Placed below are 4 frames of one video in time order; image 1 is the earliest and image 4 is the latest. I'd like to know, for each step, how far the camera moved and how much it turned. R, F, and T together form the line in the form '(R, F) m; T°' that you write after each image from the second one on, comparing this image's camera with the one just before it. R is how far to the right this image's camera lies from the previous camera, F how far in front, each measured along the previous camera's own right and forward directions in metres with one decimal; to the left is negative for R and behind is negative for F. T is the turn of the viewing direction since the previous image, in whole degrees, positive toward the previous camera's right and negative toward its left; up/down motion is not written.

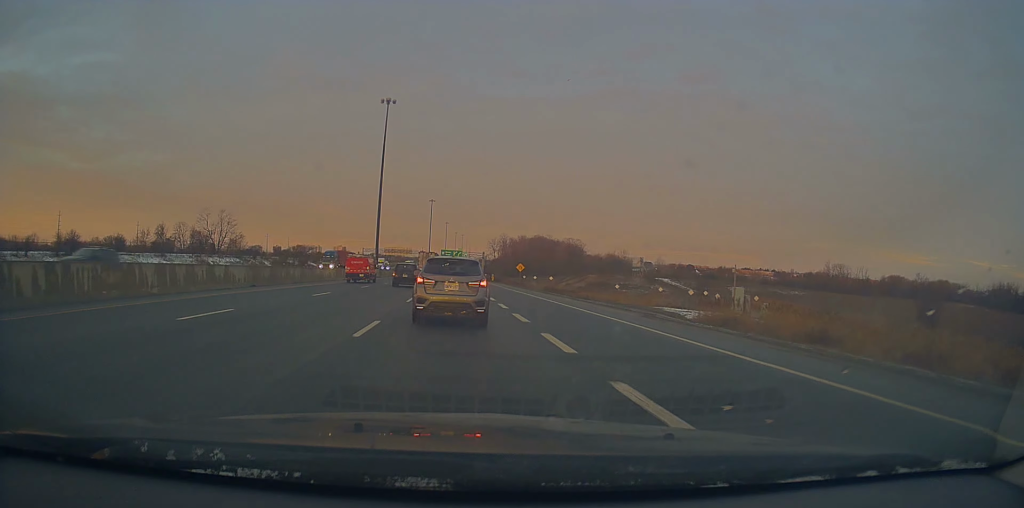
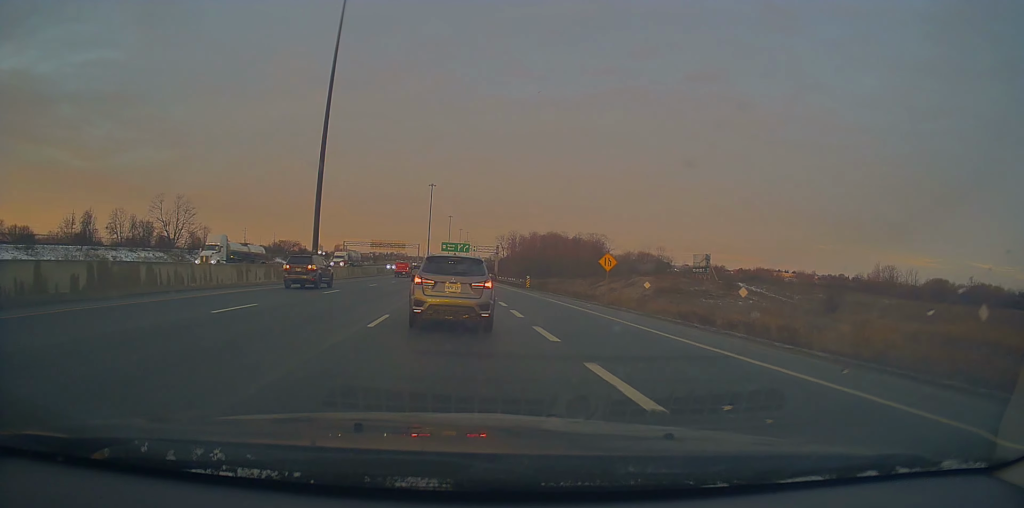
(-0.9, +46.6) m; +1°
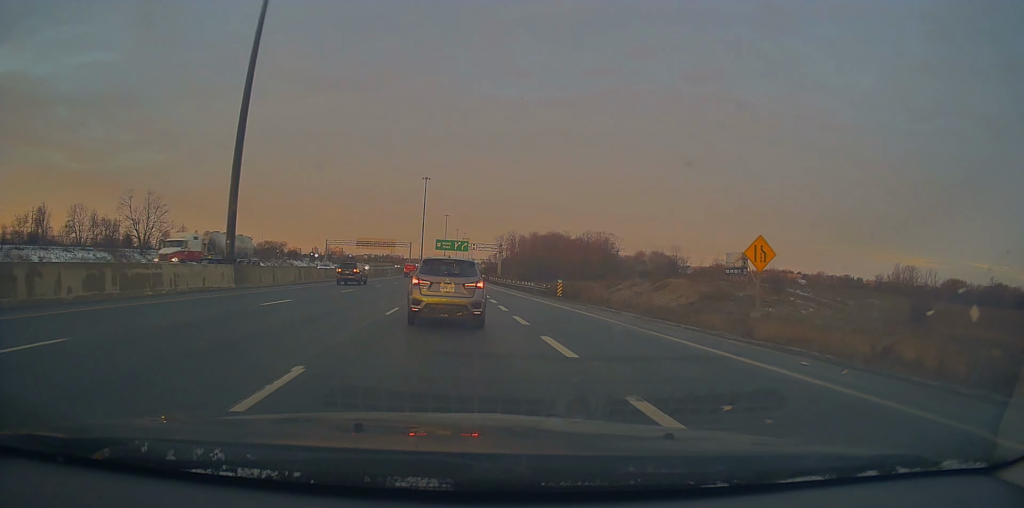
(-0.4, +20.1) m; -3°
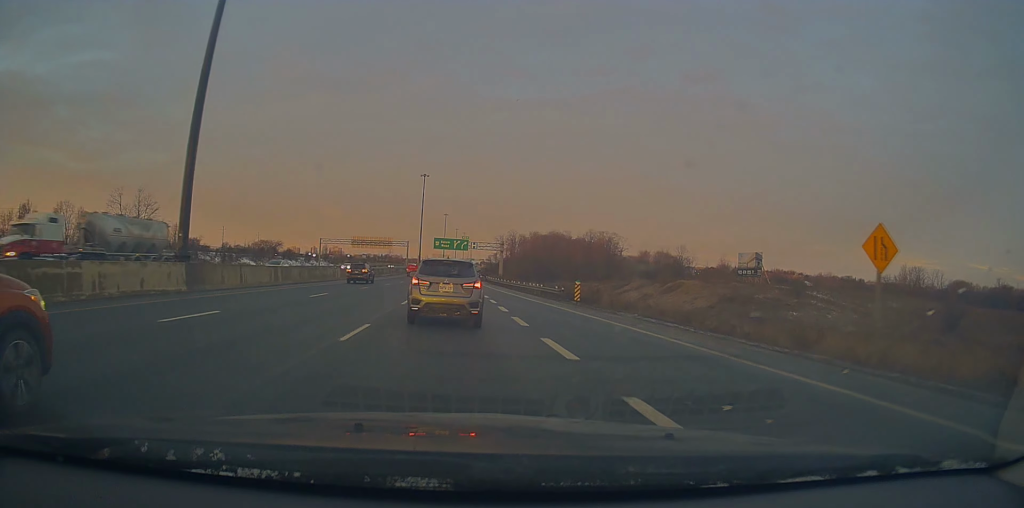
(+0.1, +6.2) m; 0°
